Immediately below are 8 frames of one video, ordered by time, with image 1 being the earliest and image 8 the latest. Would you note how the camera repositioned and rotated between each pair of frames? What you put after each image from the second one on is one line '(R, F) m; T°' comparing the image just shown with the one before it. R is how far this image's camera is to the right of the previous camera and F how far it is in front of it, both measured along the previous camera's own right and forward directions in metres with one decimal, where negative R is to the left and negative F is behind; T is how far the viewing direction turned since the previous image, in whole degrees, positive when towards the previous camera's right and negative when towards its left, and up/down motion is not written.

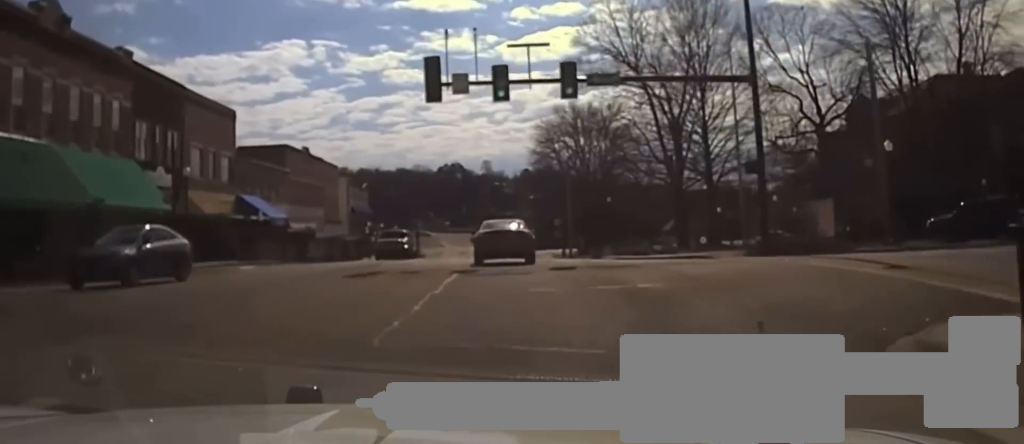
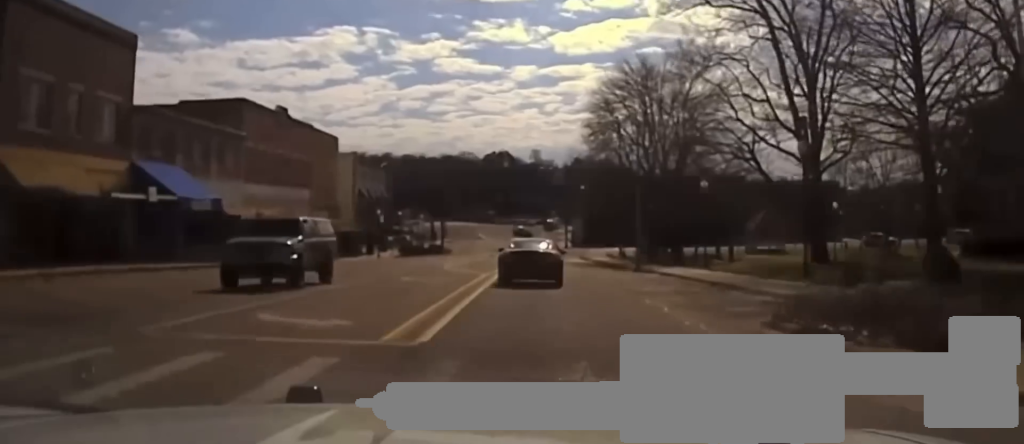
(-0.3, +23.4) m; -1°
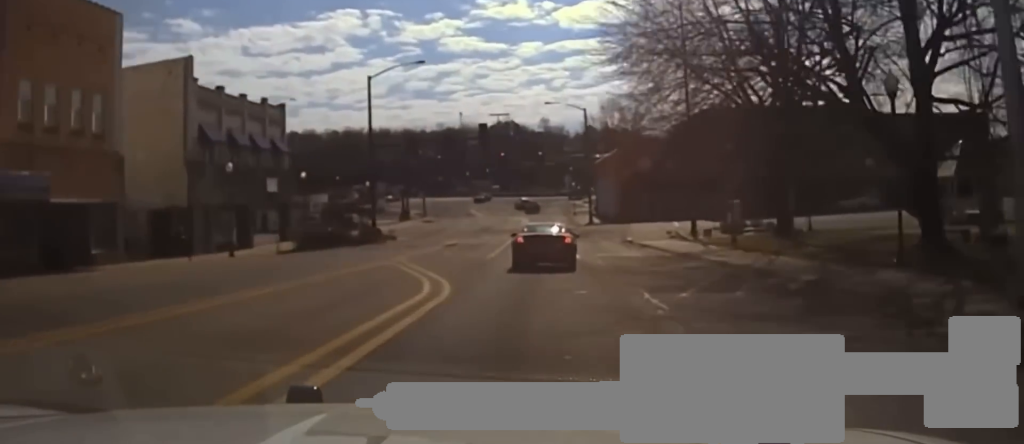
(-1.2, +47.4) m; -2°
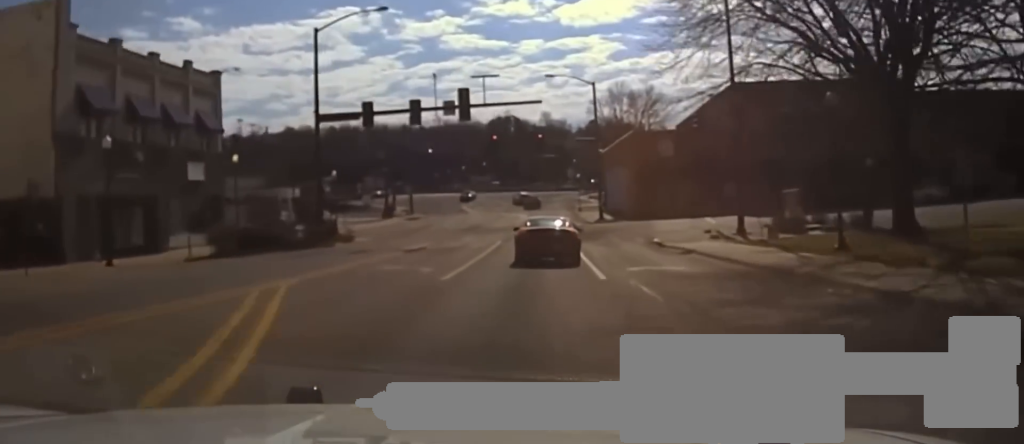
(0.0, +15.1) m; 0°
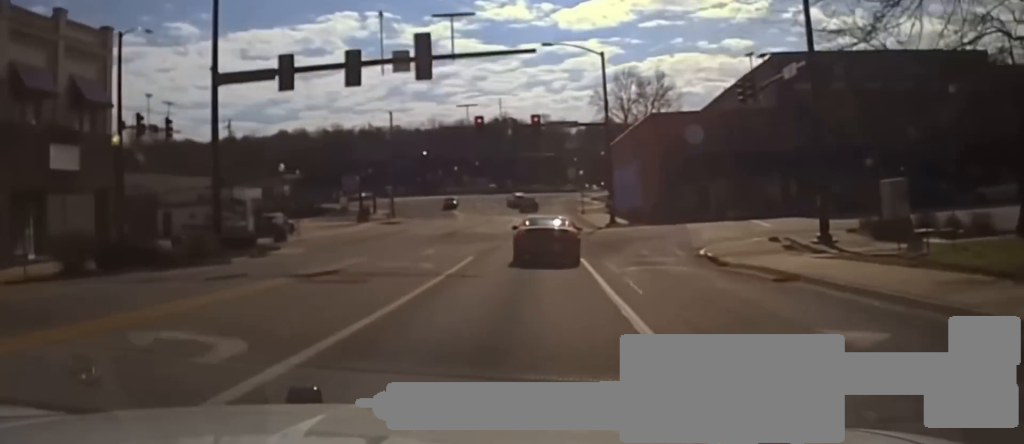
(0.0, +15.9) m; 0°
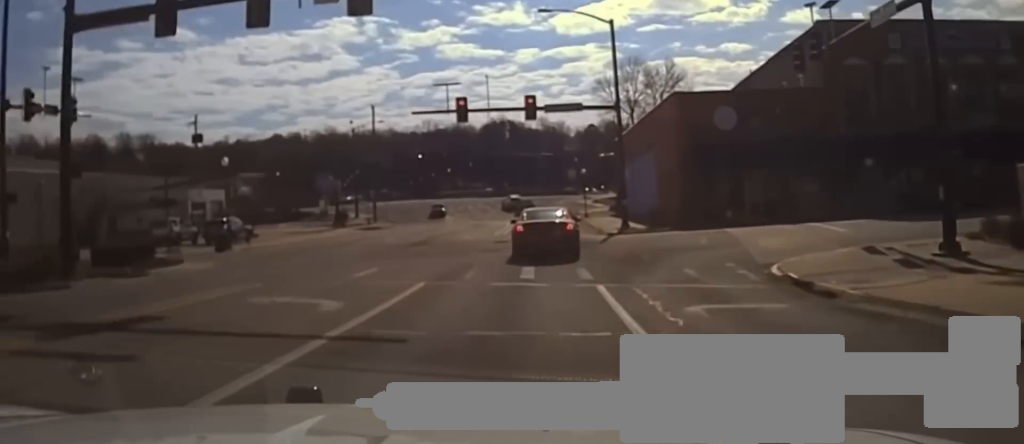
(0.0, +12.0) m; 0°
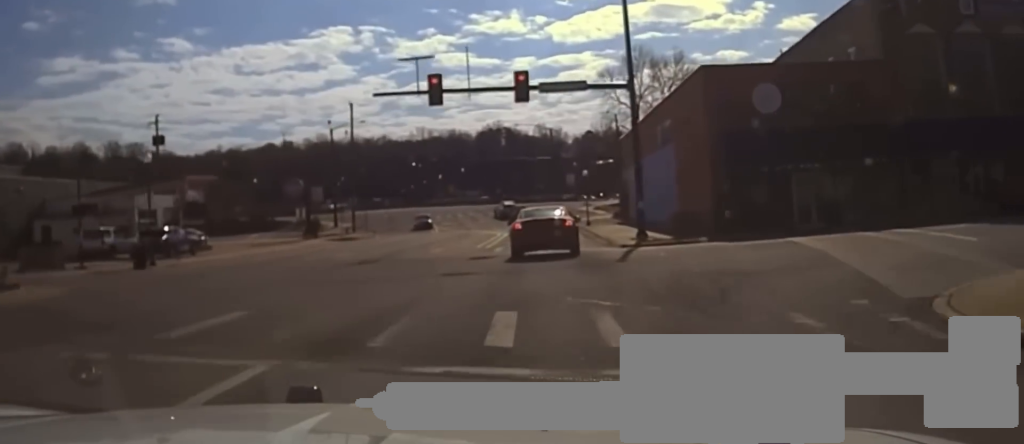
(0.0, +11.4) m; 0°
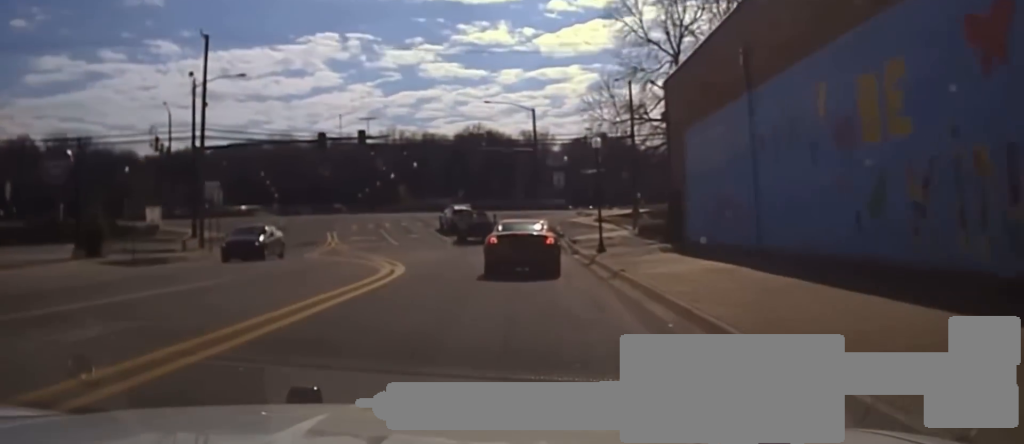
(+0.4, +37.2) m; +1°
